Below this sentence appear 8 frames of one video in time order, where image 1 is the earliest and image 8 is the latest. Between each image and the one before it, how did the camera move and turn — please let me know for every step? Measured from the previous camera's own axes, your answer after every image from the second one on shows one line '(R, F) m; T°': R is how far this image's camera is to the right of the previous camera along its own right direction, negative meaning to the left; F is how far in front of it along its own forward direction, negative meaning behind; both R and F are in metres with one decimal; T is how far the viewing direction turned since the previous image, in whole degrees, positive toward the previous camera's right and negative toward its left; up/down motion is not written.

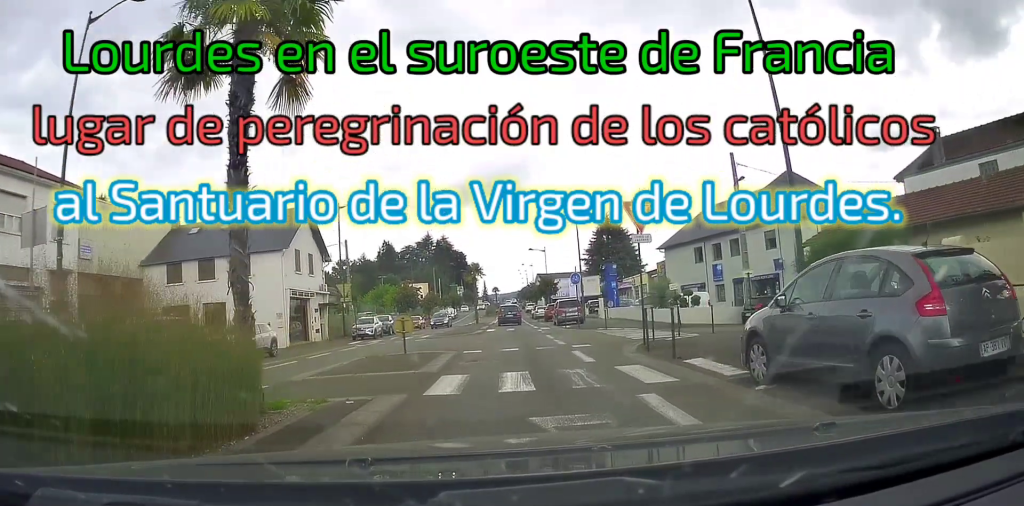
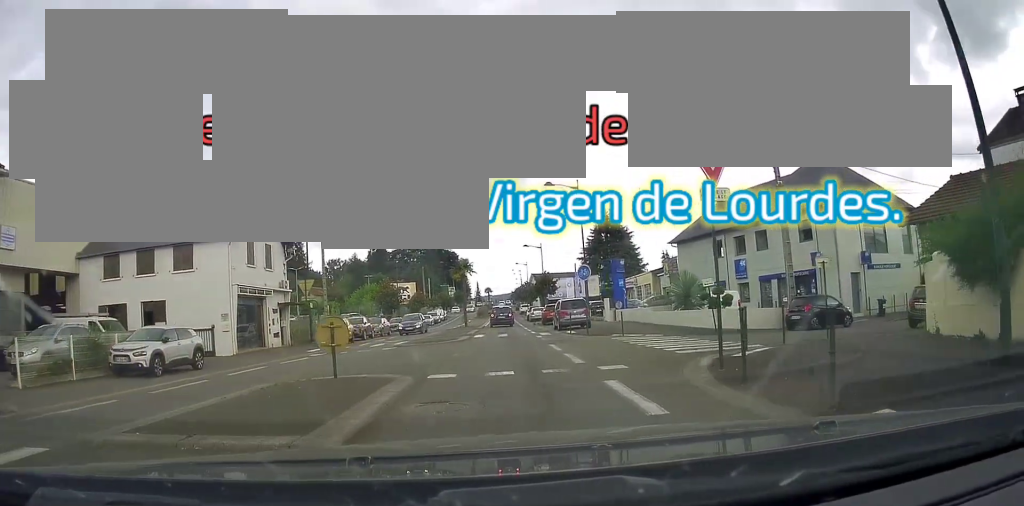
(0.0, +6.8) m; +3°
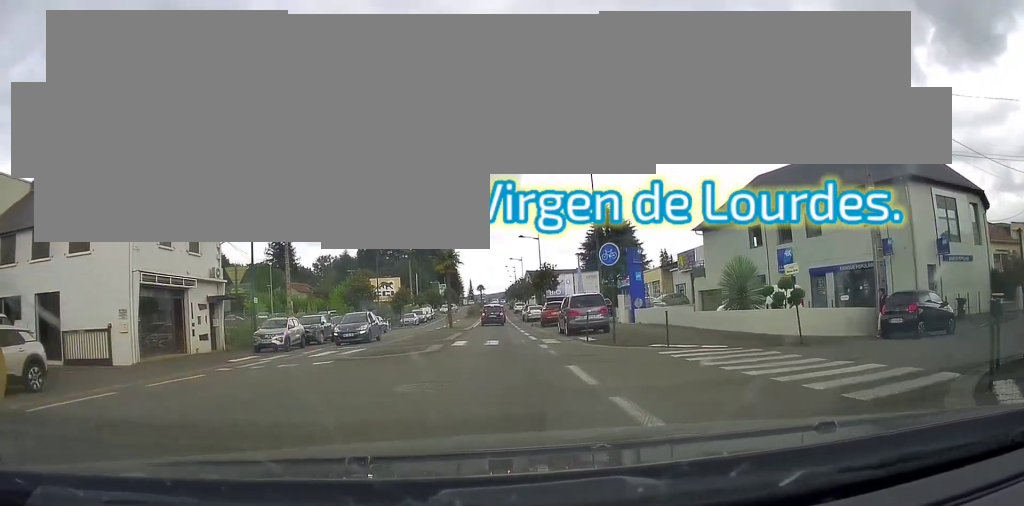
(+0.4, +8.4) m; +1°
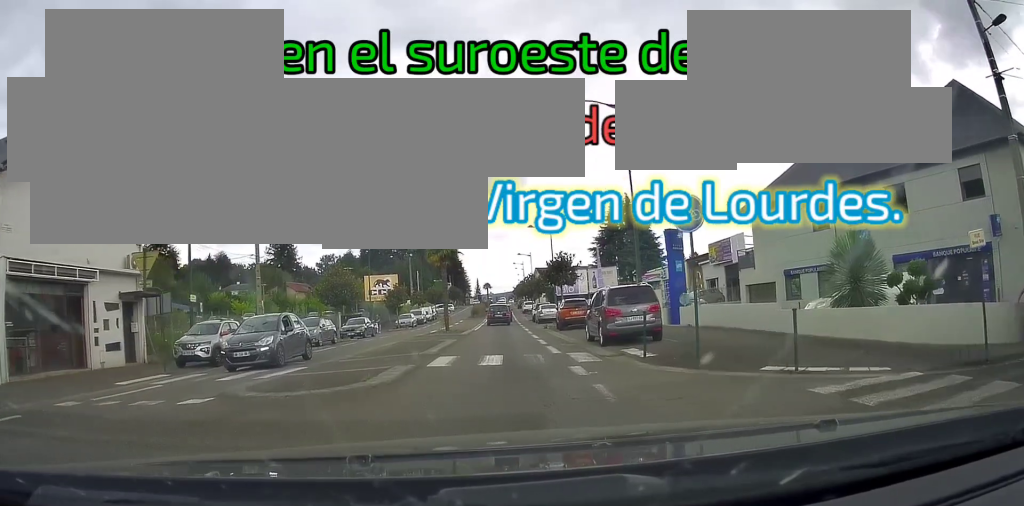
(-0.2, +7.1) m; 0°
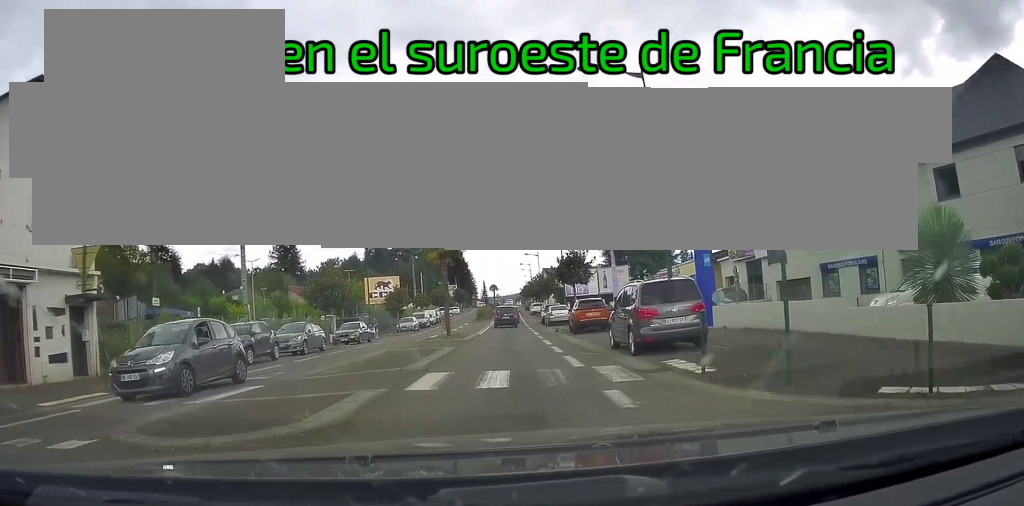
(-0.2, +3.0) m; +1°
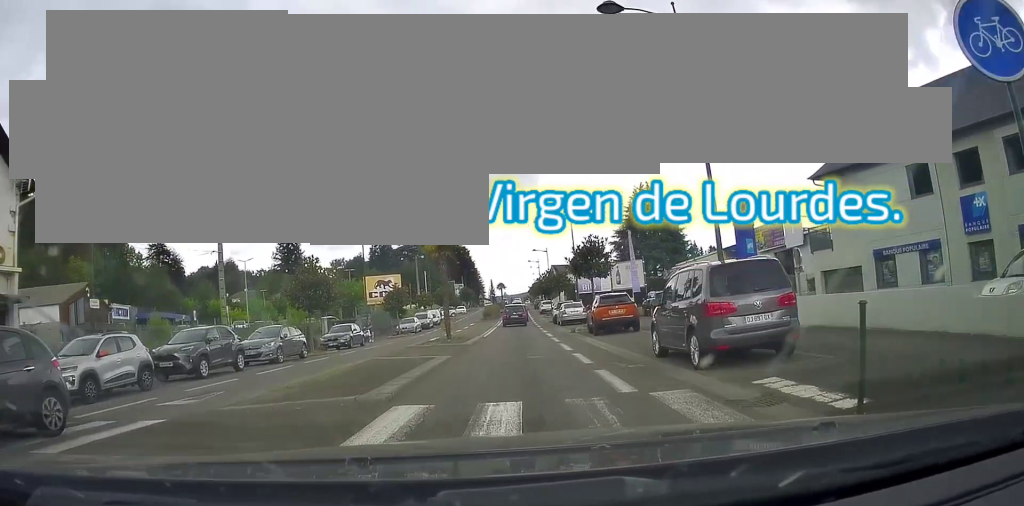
(+0.2, +3.7) m; 0°
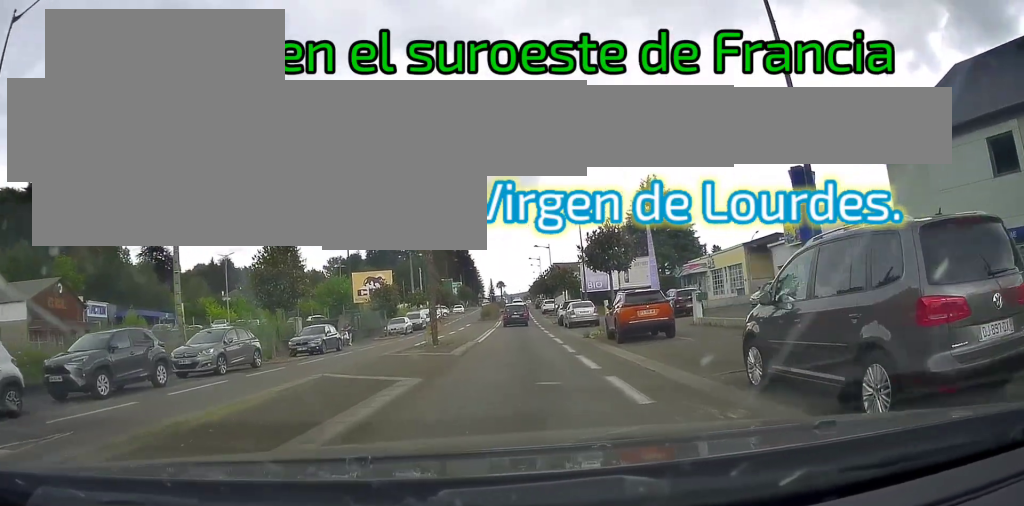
(+0.3, +4.5) m; 0°
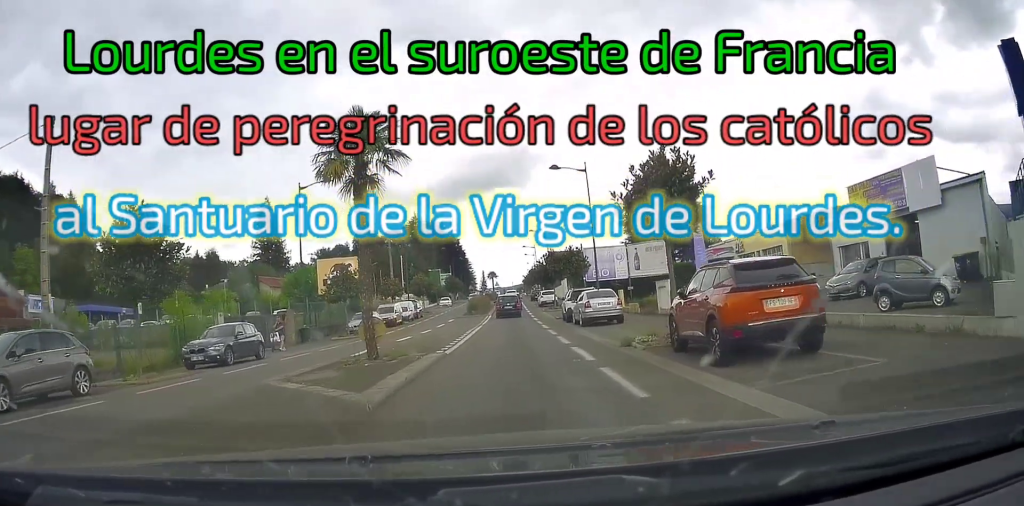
(-0.6, +8.6) m; -3°
